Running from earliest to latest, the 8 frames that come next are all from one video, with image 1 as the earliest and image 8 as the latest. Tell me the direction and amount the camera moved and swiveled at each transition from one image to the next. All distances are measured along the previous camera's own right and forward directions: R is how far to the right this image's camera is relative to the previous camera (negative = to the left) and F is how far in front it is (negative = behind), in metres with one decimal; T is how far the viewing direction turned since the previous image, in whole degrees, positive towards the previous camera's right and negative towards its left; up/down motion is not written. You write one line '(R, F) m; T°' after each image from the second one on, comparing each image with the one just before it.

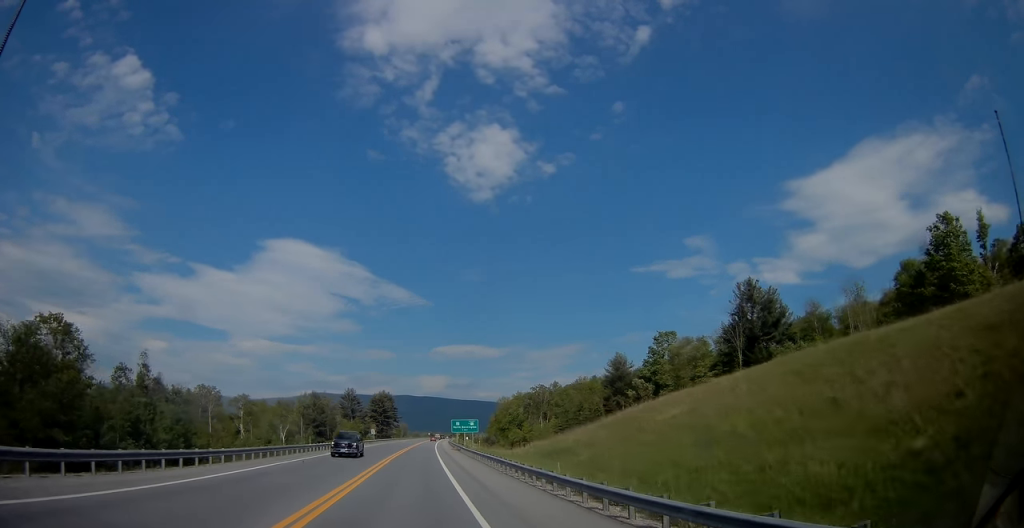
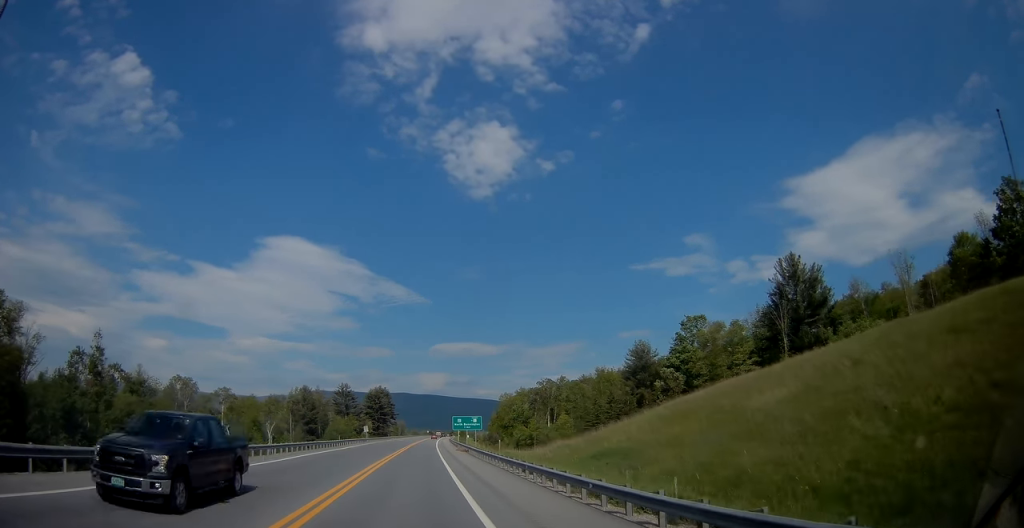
(0.0, +14.2) m; 0°
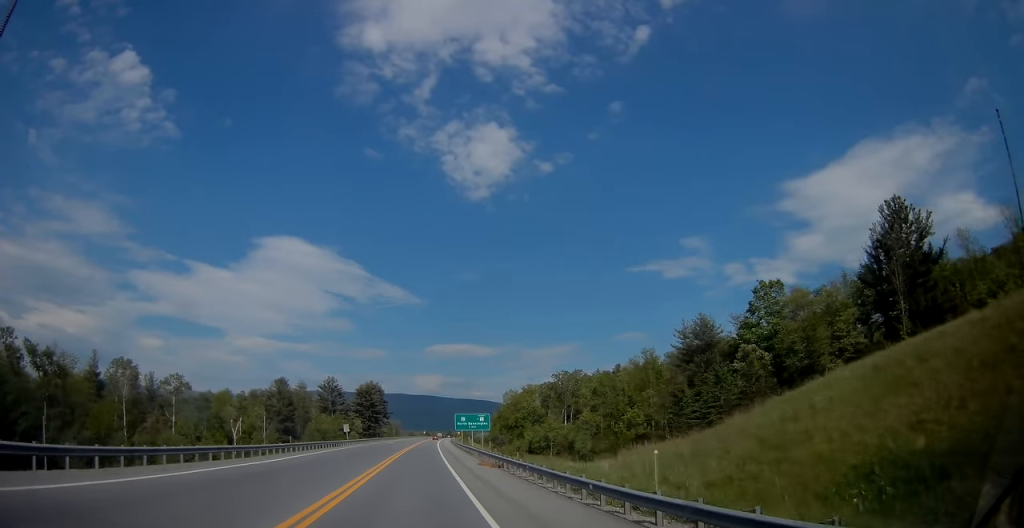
(+0.1, +27.4) m; +1°
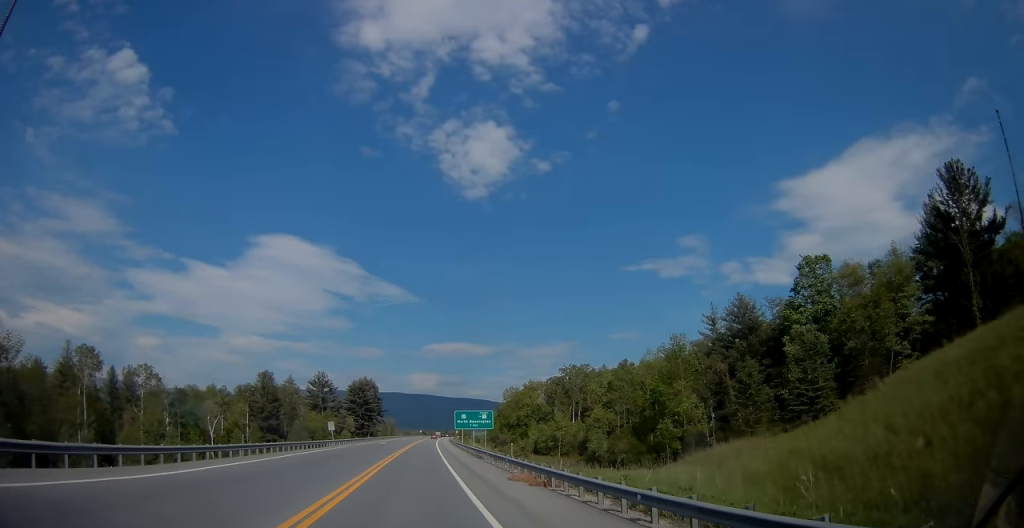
(+0.2, +13.0) m; +1°
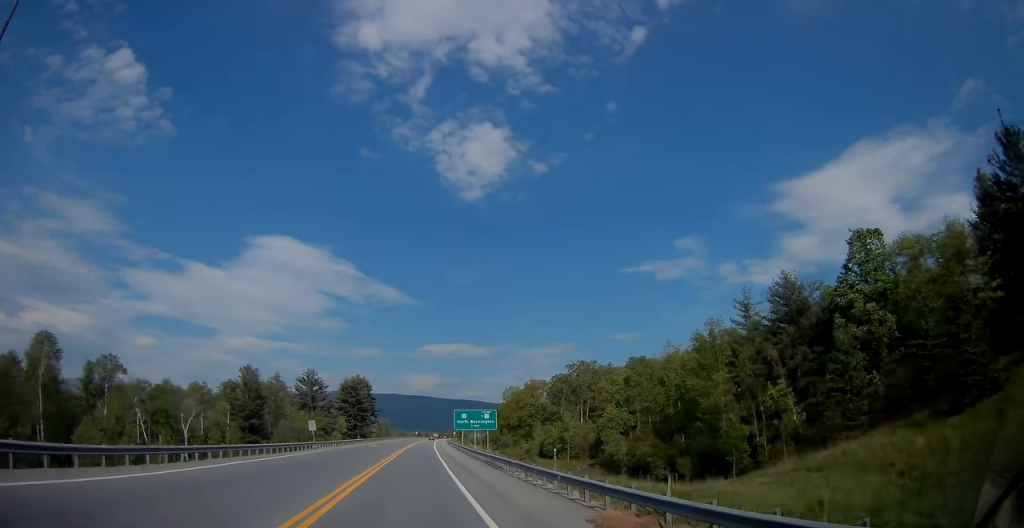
(+0.1, +12.2) m; 0°
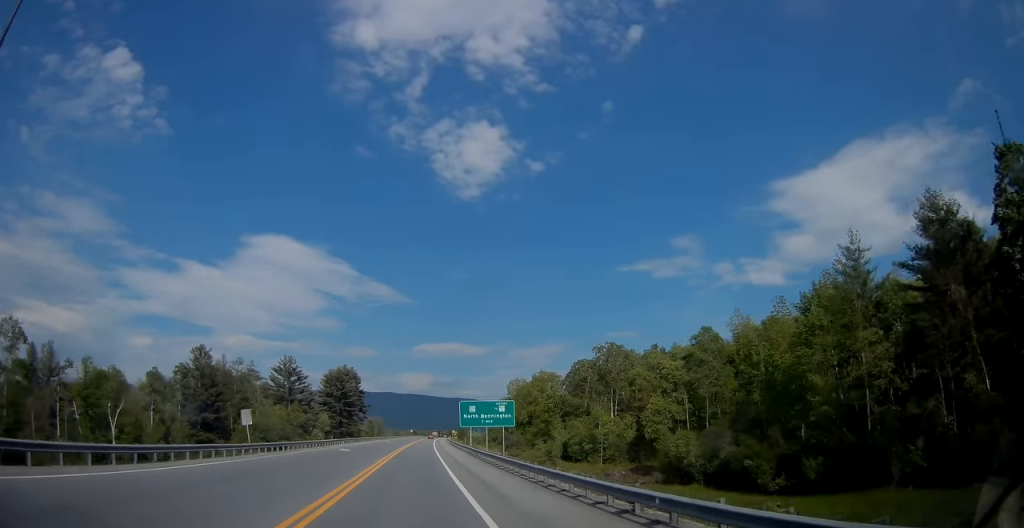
(0.0, +27.0) m; 0°
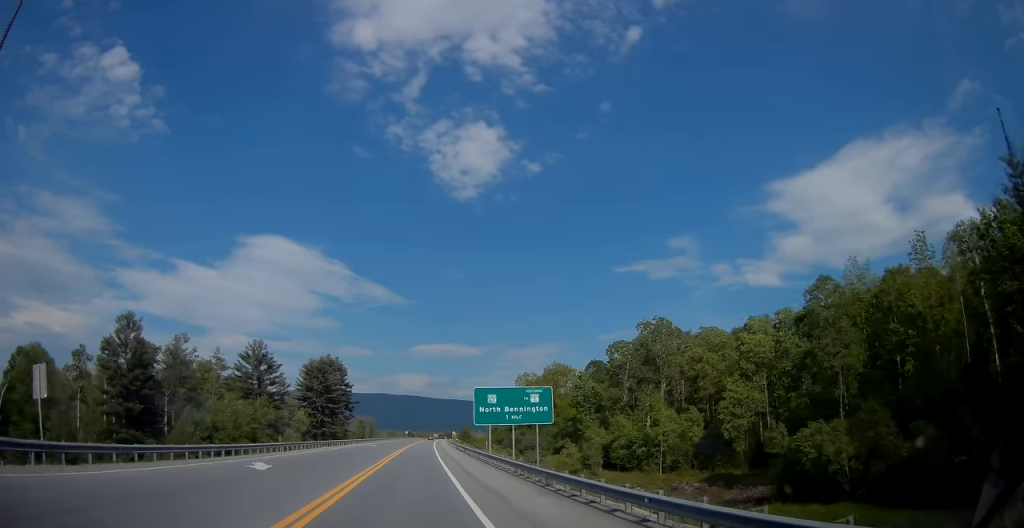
(0.0, +27.9) m; 0°
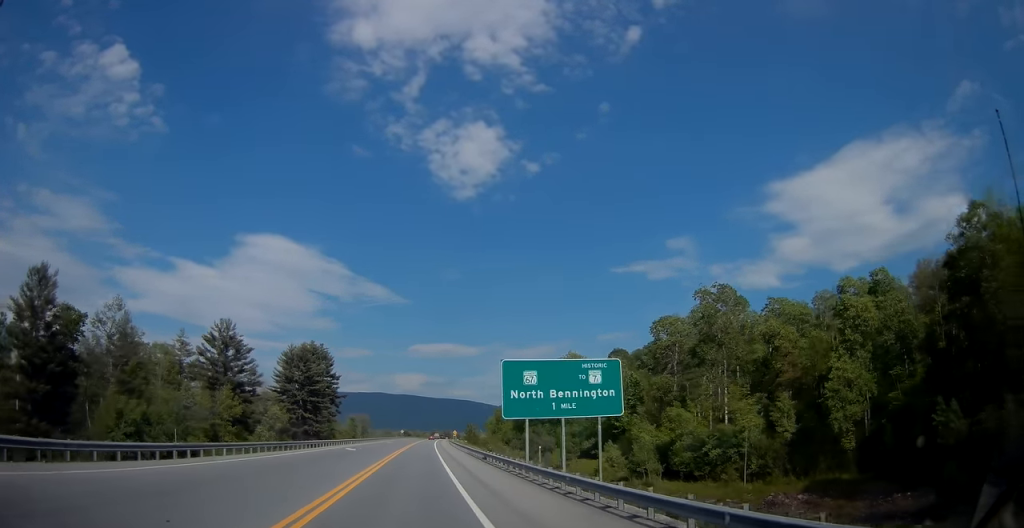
(+0.1, +22.1) m; +1°
